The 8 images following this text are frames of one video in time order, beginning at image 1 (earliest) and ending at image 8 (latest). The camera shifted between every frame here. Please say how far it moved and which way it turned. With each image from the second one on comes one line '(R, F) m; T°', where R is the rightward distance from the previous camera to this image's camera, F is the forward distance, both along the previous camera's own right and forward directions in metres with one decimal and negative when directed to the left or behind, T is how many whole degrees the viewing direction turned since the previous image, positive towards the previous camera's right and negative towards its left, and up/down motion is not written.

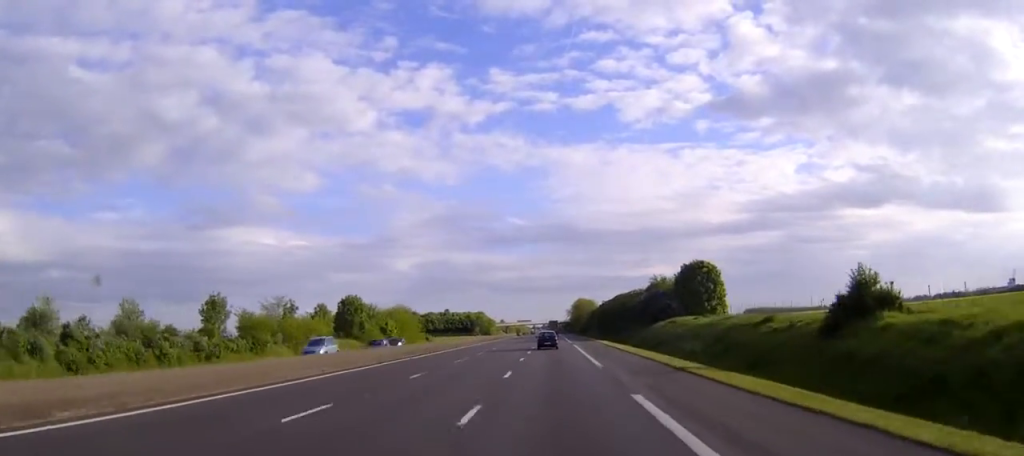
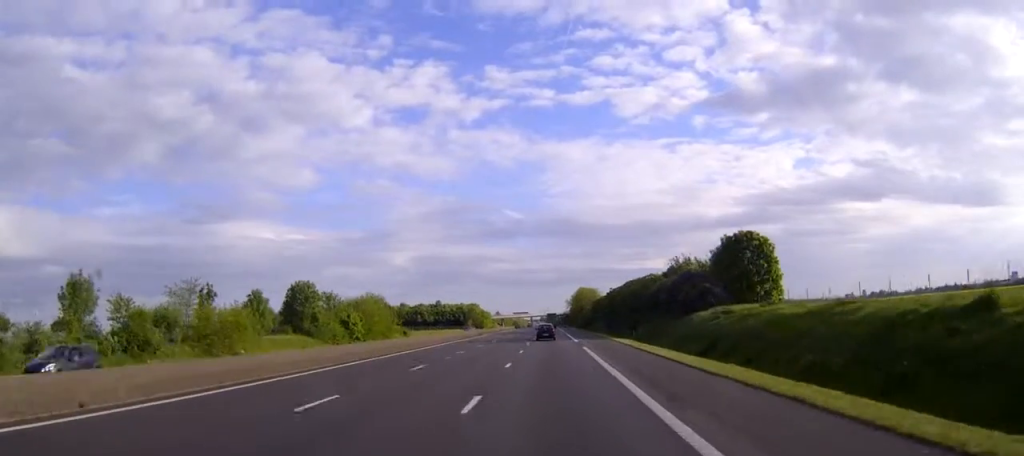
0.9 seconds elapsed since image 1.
(0.0, +25.2) m; 0°
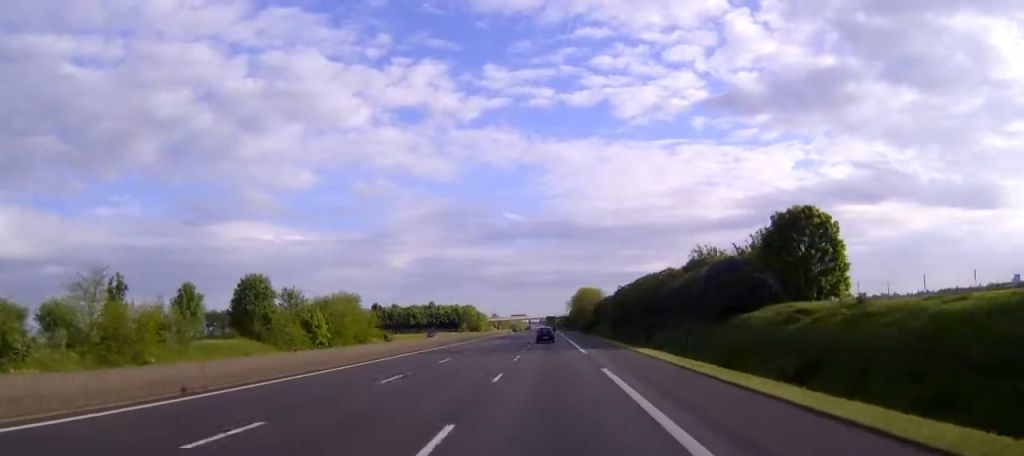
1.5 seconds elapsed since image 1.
(0.0, +17.8) m; 0°
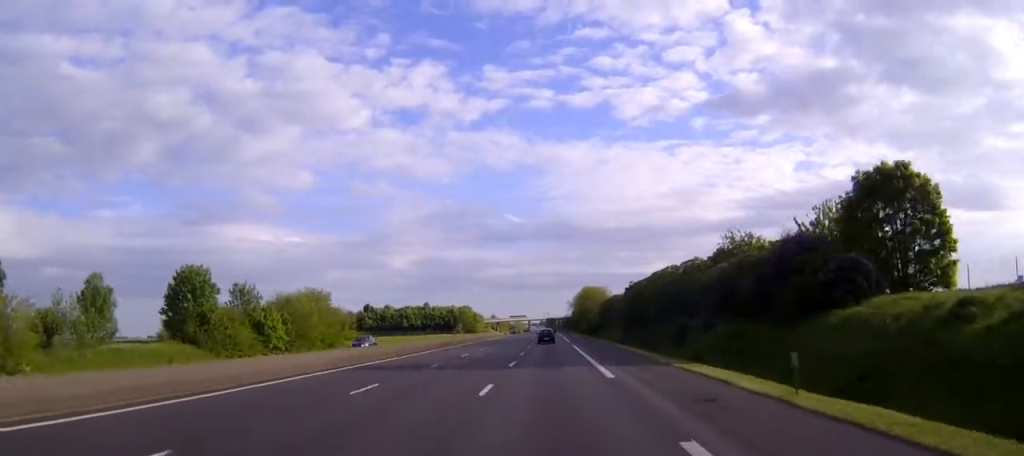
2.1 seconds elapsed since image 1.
(0.0, +16.7) m; 0°
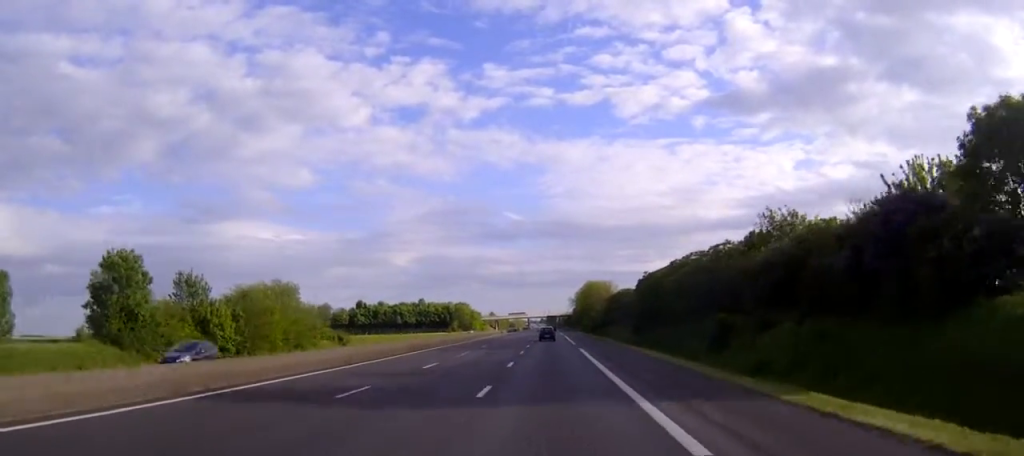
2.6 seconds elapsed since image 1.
(0.0, +13.9) m; 0°
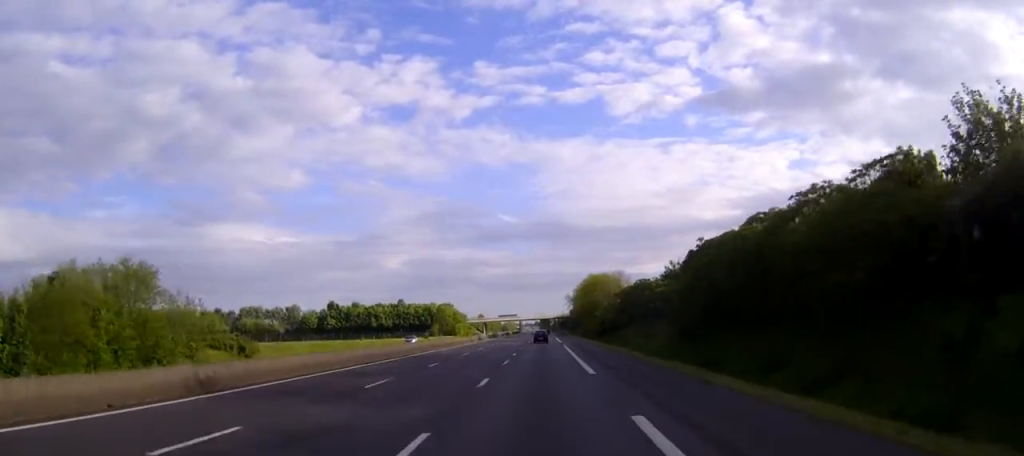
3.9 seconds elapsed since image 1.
(+0.1, +34.2) m; 0°
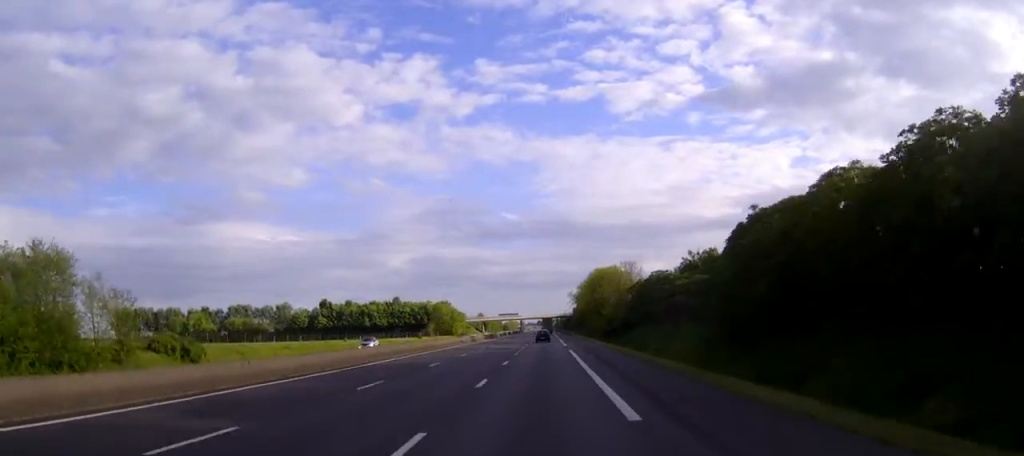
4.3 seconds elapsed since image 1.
(0.0, +13.0) m; 0°
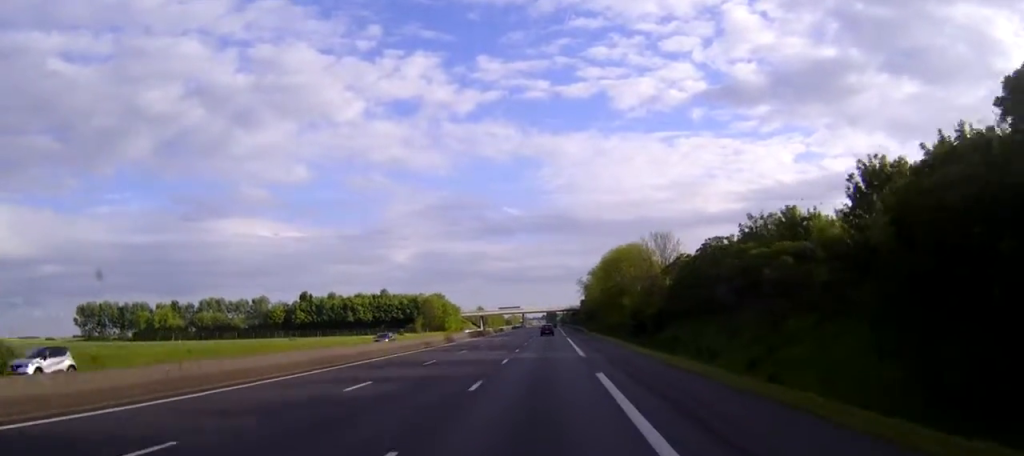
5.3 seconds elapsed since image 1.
(-0.1, +28.2) m; 0°
